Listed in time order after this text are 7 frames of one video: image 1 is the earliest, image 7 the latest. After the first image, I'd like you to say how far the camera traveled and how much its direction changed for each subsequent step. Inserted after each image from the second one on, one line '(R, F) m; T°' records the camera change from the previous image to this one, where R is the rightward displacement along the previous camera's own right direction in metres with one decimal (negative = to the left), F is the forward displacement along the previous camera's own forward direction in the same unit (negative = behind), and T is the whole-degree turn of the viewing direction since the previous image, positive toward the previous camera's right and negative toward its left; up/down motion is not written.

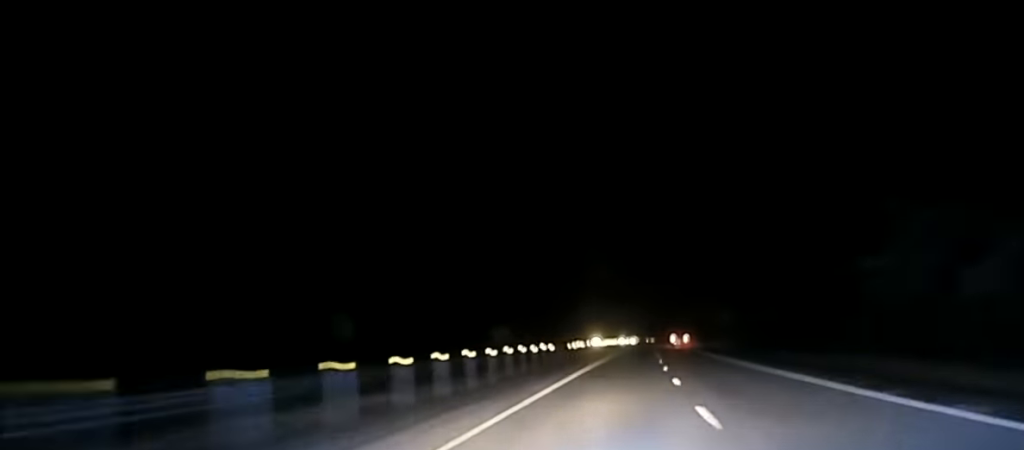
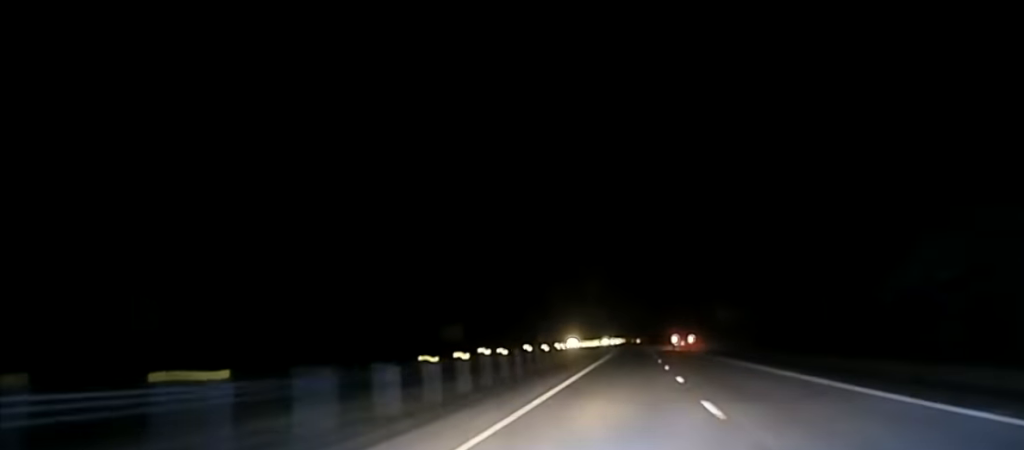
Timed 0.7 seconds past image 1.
(+0.3, +49.0) m; +1°
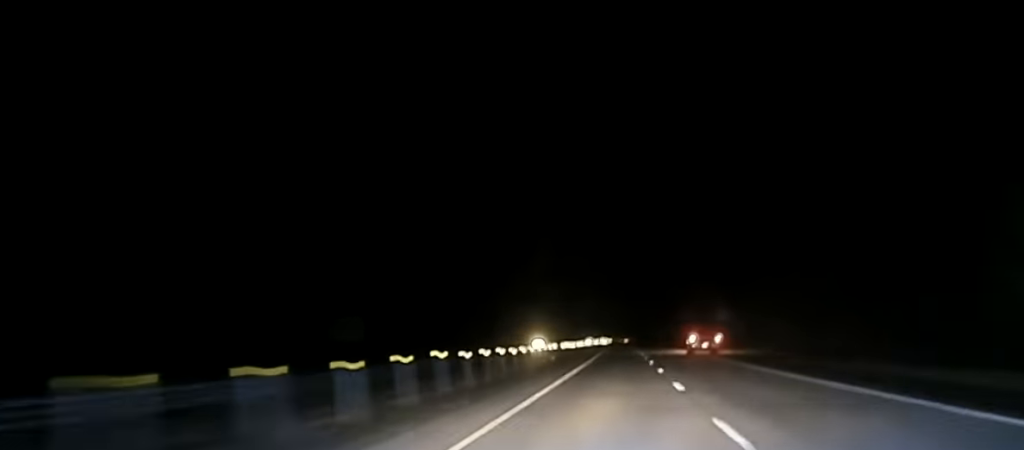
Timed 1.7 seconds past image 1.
(+0.8, +69.7) m; +1°
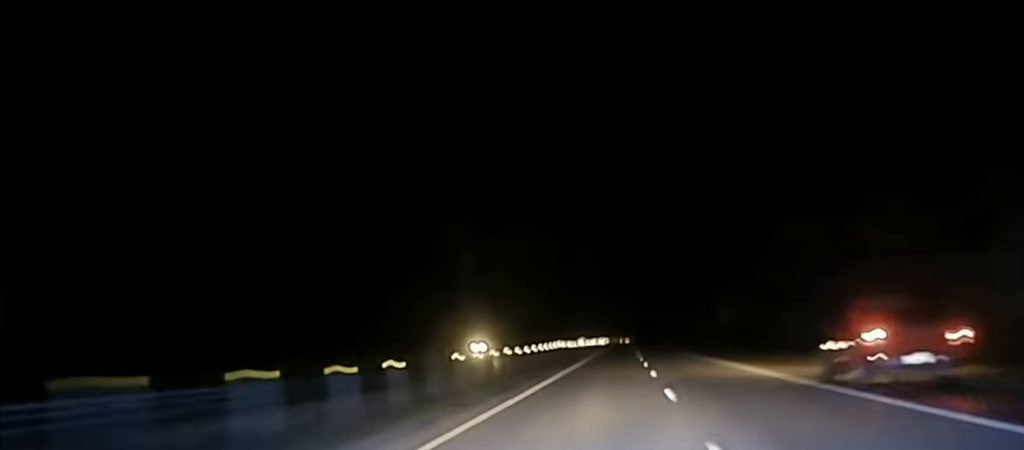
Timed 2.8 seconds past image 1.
(+0.1, +80.2) m; 0°
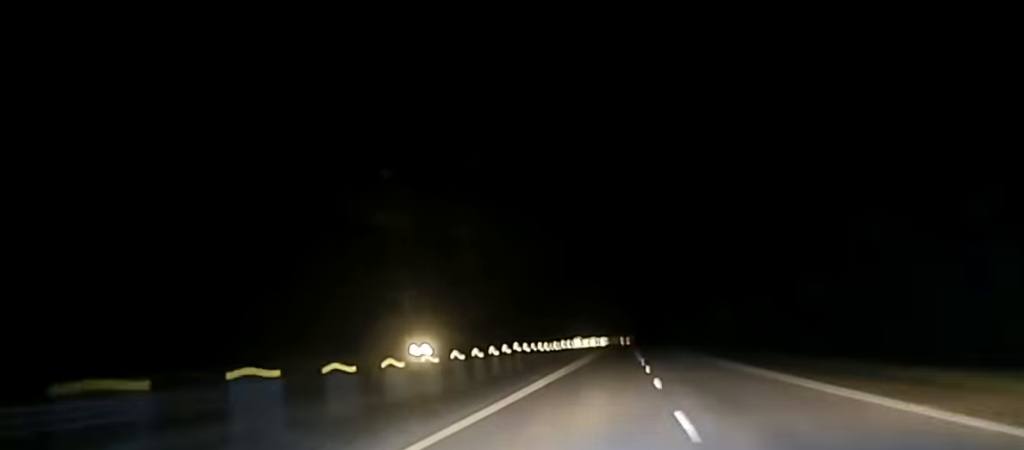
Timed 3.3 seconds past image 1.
(0.0, +29.2) m; 0°
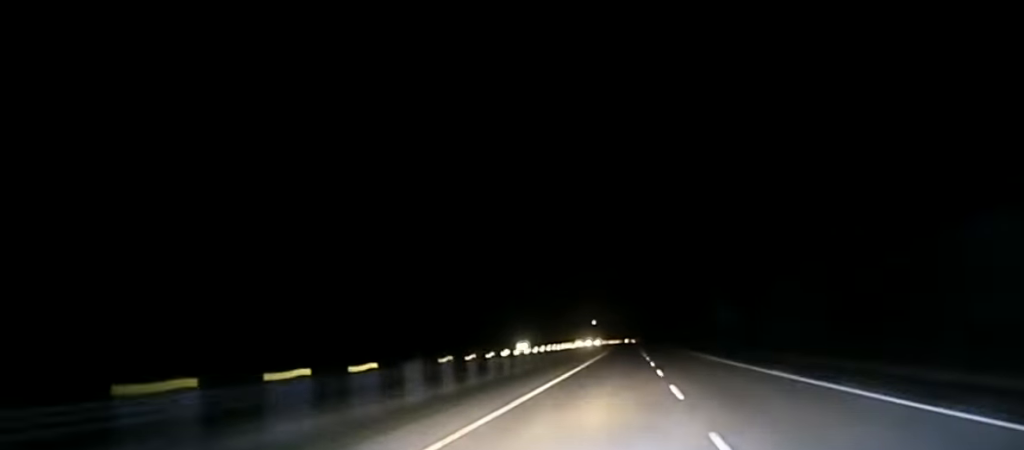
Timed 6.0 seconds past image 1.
(-1.5, +175.9) m; -1°
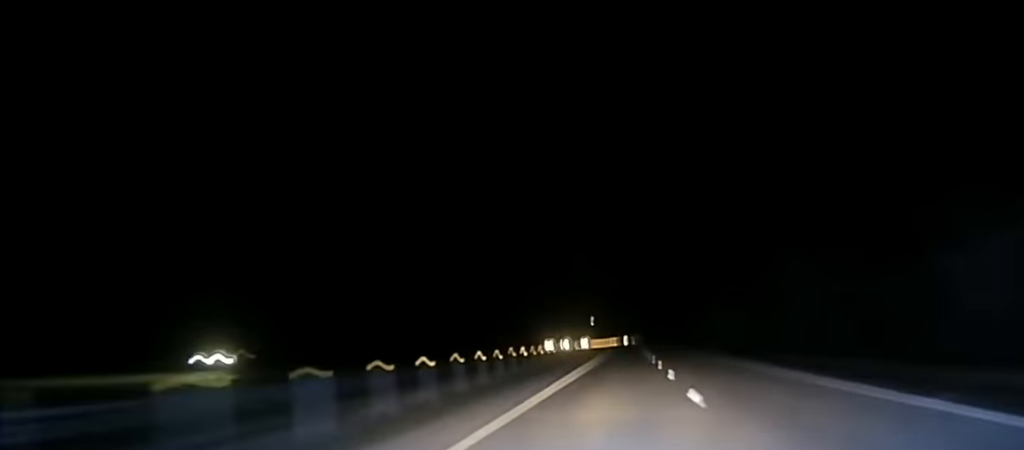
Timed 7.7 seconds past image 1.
(0.0, +114.4) m; 0°
